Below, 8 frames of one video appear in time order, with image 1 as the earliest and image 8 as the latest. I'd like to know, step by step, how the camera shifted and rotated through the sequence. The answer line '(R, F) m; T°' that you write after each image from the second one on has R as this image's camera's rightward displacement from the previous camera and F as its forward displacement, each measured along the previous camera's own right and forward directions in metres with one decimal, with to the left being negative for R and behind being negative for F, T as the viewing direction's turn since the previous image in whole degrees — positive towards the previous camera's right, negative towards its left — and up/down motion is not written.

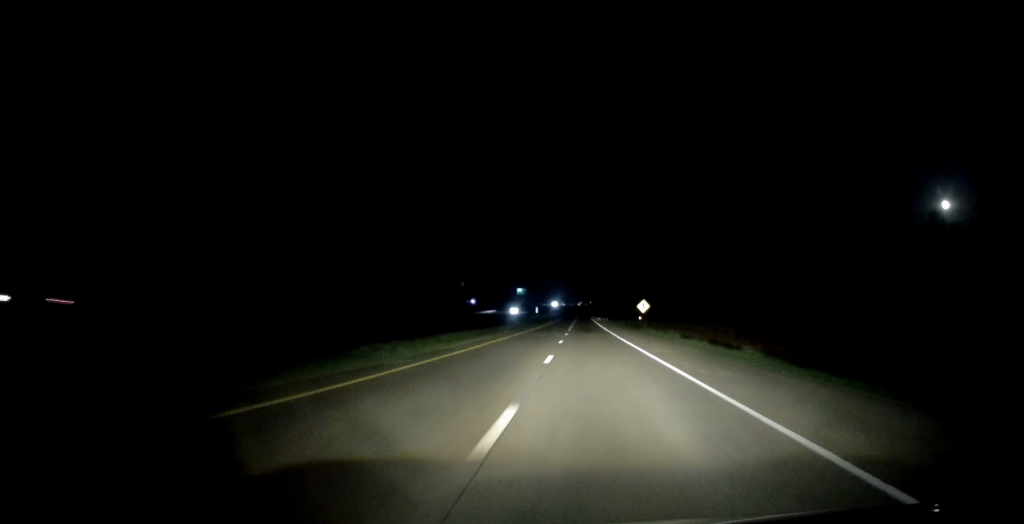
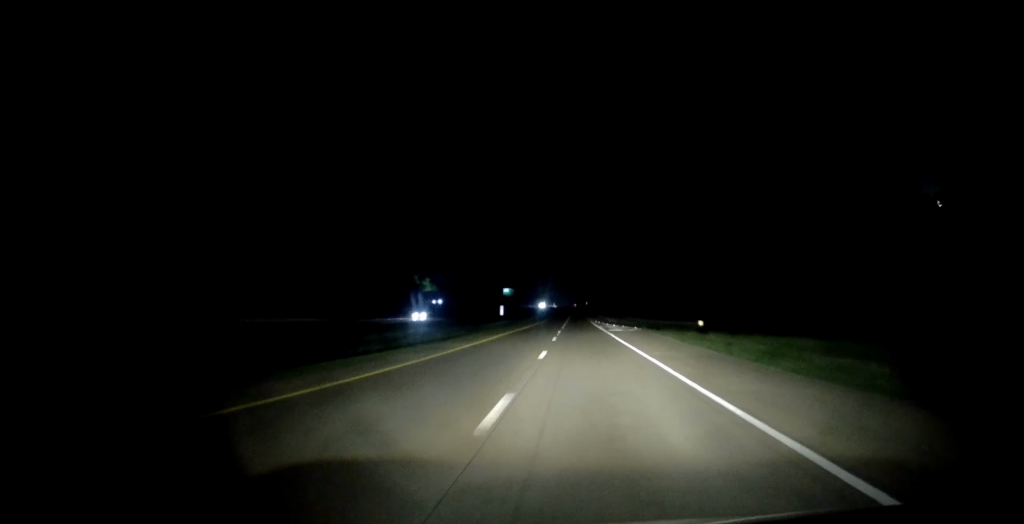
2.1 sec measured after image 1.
(+0.1, +72.7) m; 0°
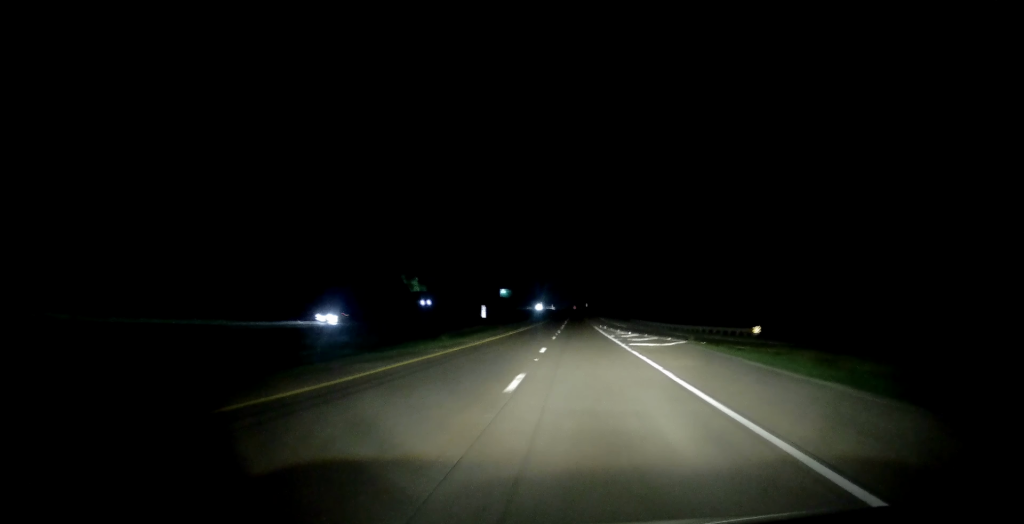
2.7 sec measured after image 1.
(0.0, +20.5) m; 0°
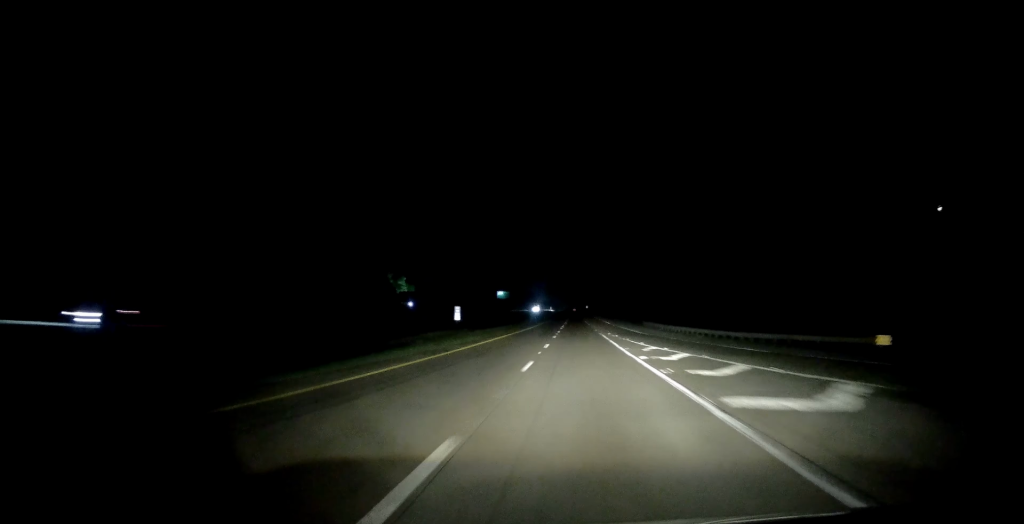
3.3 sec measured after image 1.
(+0.1, +19.4) m; 0°
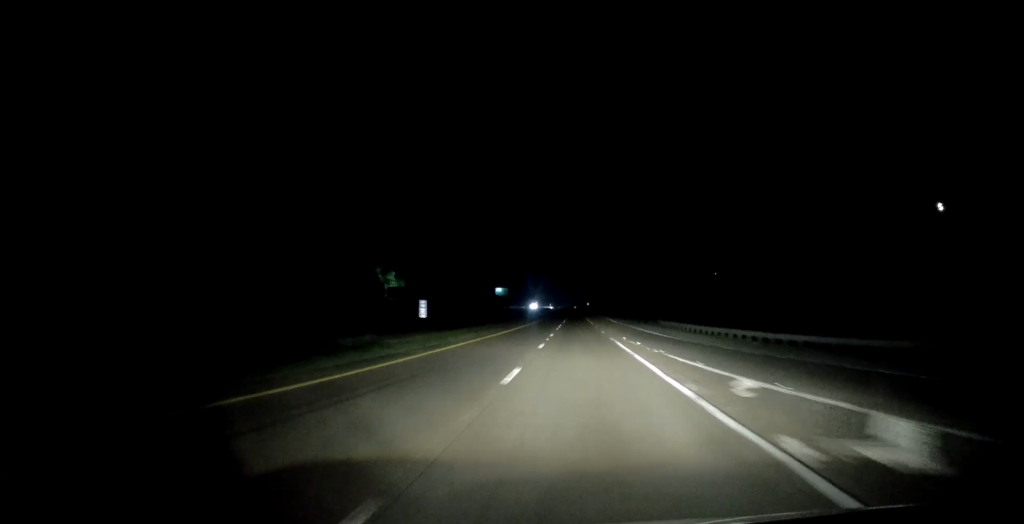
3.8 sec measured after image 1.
(-0.1, +15.9) m; 0°
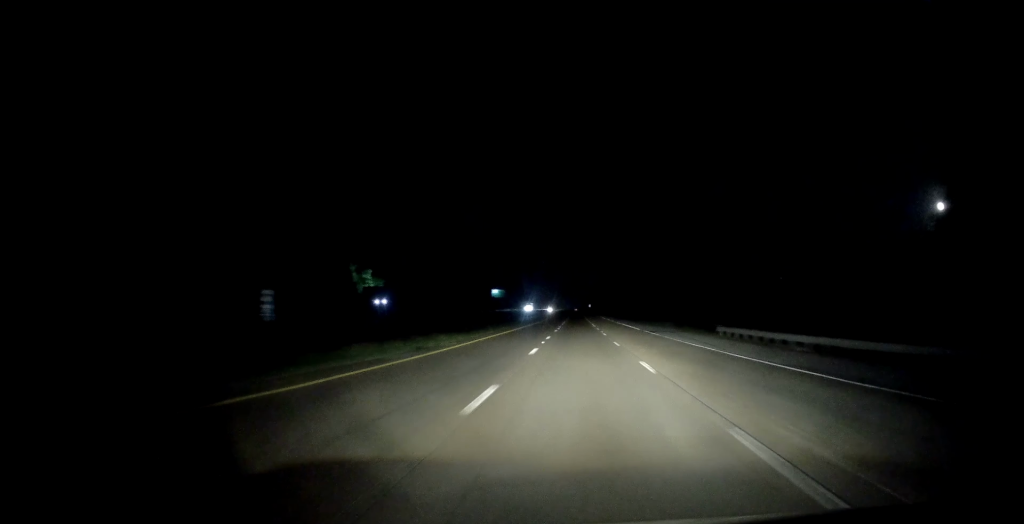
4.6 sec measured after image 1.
(-0.1, +28.4) m; 0°
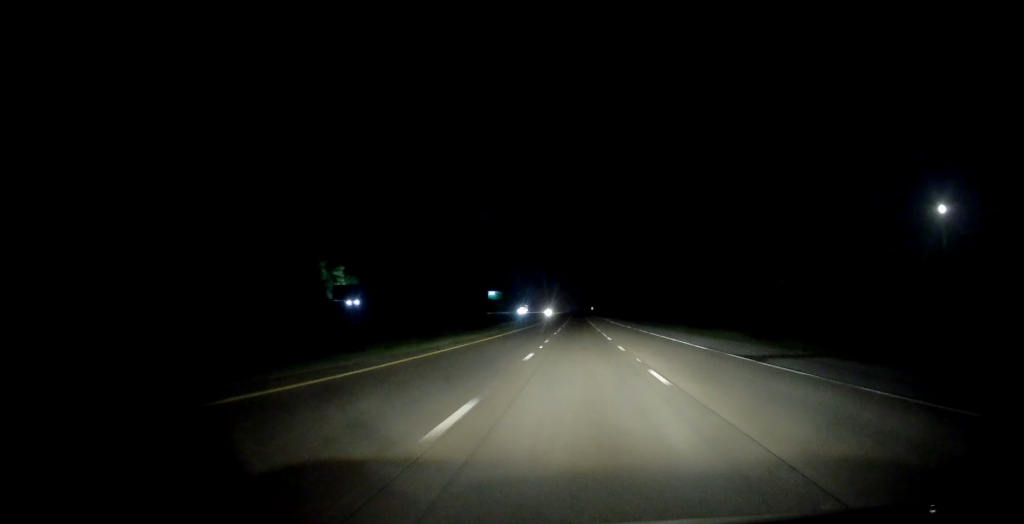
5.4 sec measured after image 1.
(+0.2, +27.3) m; +1°
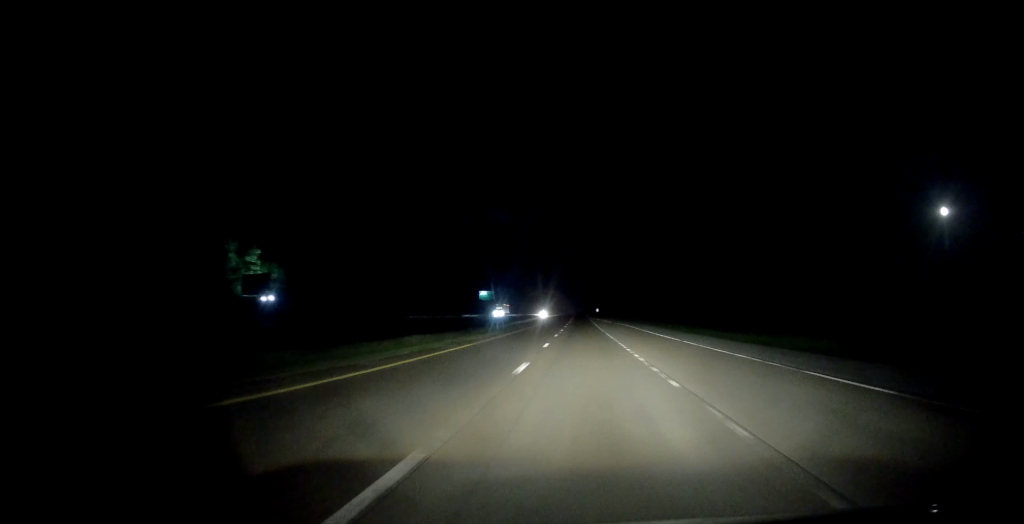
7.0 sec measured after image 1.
(-0.3, +53.4) m; -1°
